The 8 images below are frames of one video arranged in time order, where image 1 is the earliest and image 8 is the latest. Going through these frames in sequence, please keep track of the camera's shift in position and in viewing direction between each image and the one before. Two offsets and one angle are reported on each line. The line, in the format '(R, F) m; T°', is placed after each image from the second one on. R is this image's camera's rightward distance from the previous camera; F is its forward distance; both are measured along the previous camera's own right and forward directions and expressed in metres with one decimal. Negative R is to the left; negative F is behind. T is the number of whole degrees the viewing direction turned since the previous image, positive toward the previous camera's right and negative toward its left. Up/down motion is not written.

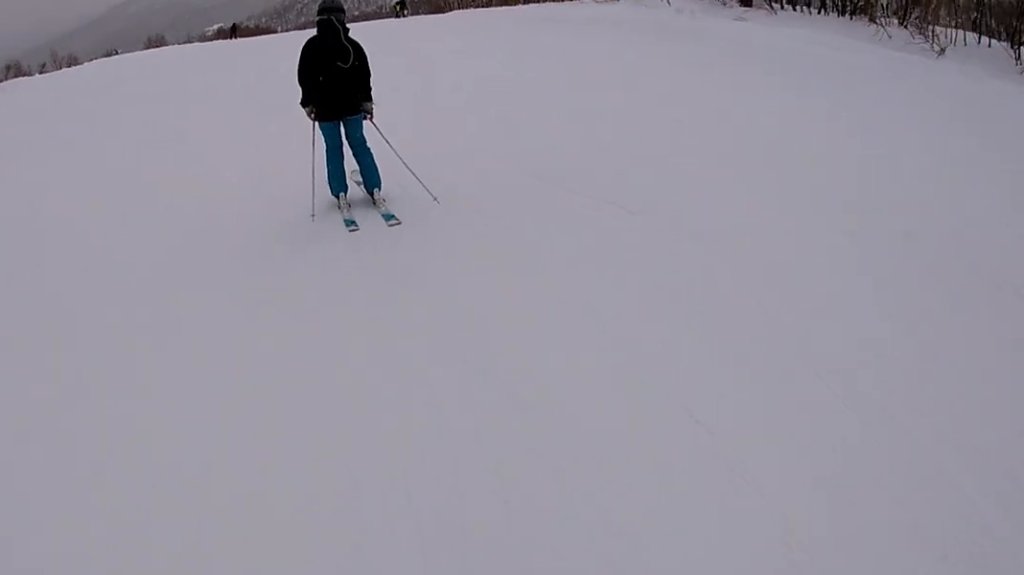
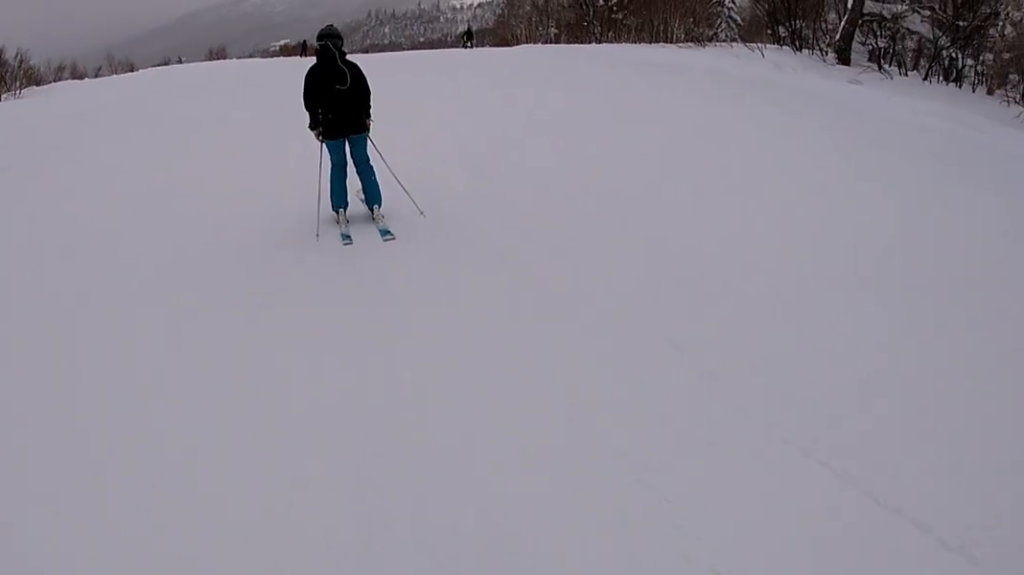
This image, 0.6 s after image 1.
(0.0, +3.2) m; 0°
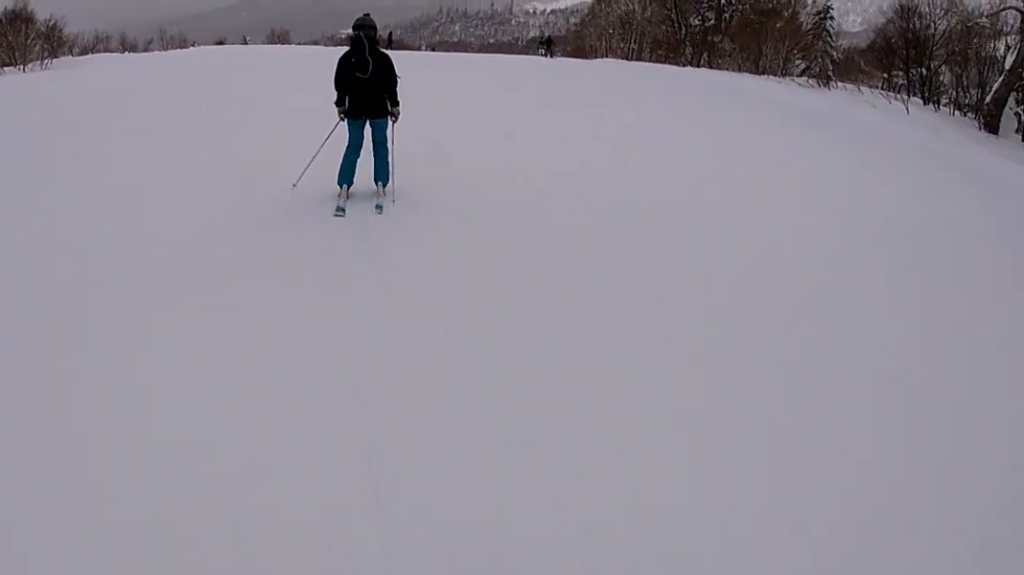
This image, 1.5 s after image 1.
(0.0, +5.3) m; 0°
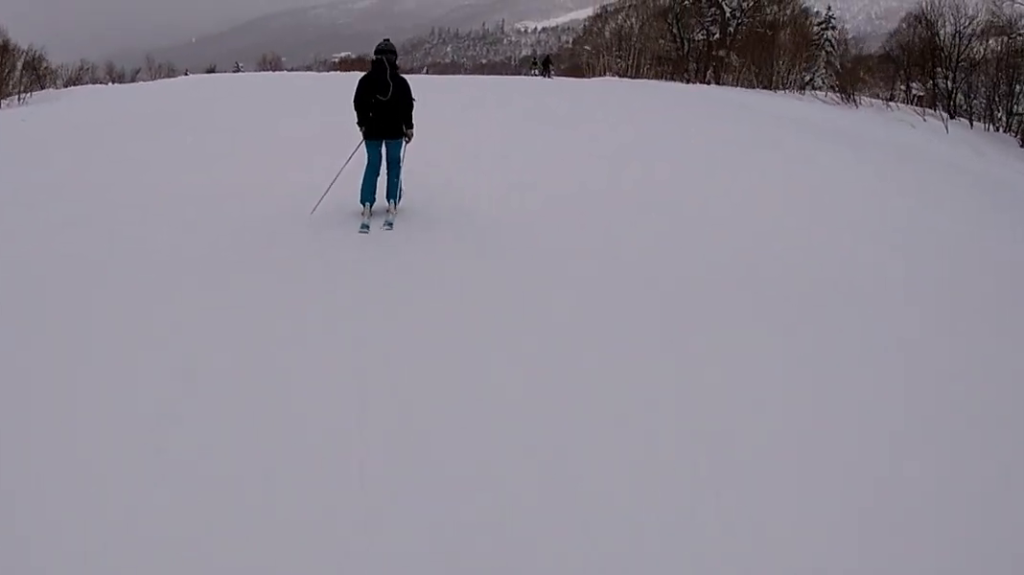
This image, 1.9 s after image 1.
(0.0, +2.5) m; 0°
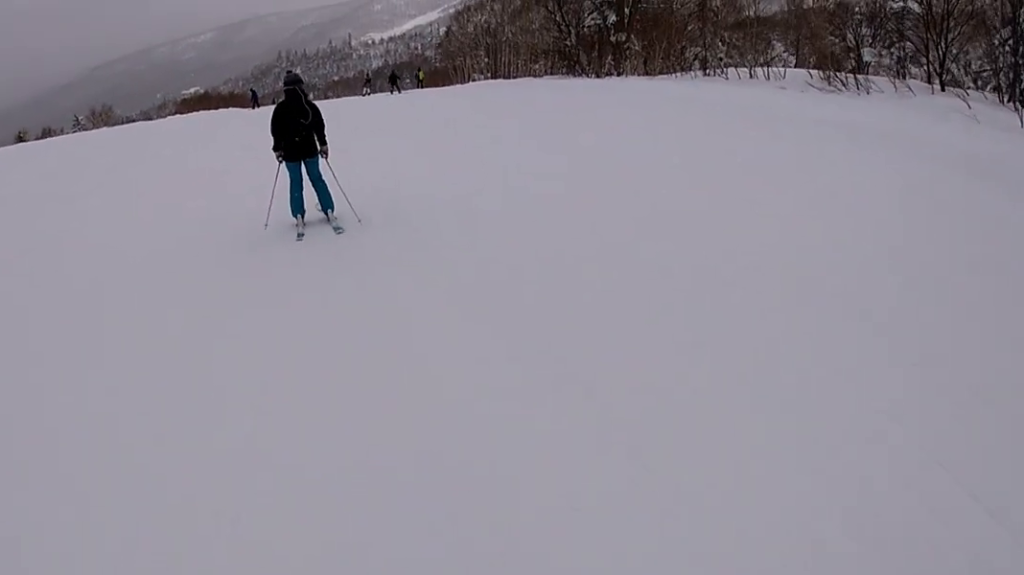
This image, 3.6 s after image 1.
(-0.2, +9.7) m; -8°
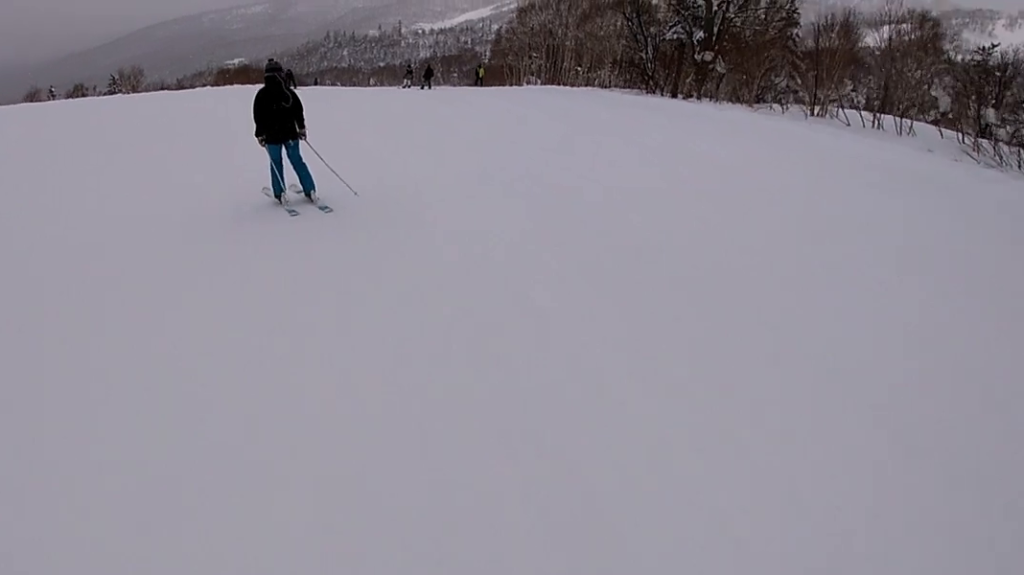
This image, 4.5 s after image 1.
(-0.4, +4.8) m; -3°
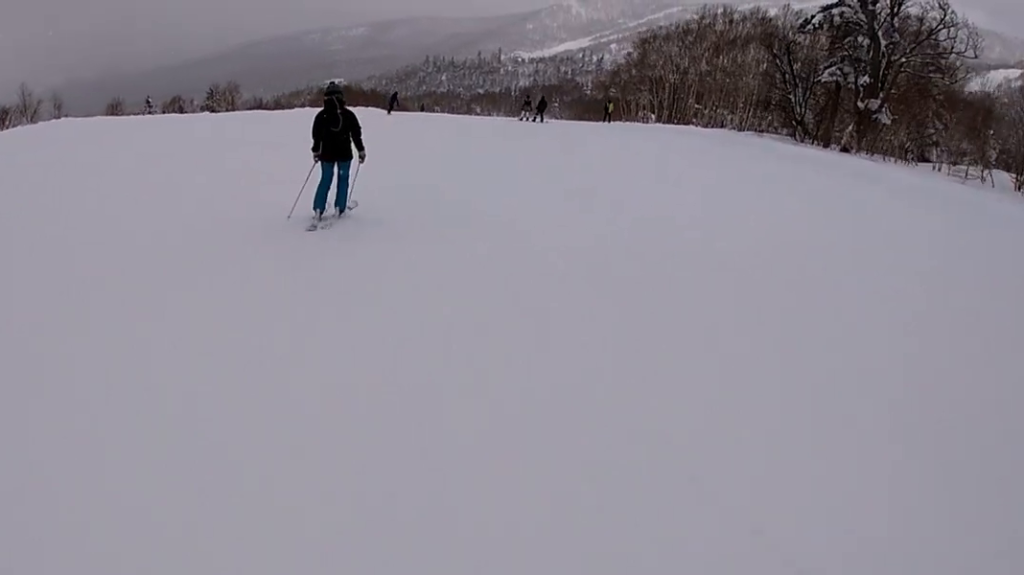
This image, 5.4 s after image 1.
(0.0, +5.4) m; +5°
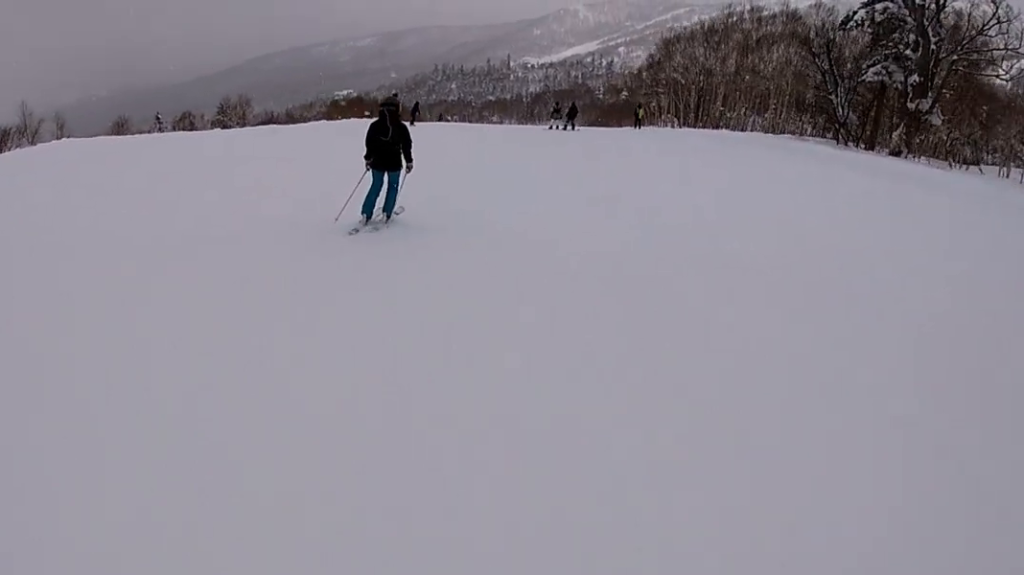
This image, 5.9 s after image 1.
(+0.2, +2.6) m; +4°
